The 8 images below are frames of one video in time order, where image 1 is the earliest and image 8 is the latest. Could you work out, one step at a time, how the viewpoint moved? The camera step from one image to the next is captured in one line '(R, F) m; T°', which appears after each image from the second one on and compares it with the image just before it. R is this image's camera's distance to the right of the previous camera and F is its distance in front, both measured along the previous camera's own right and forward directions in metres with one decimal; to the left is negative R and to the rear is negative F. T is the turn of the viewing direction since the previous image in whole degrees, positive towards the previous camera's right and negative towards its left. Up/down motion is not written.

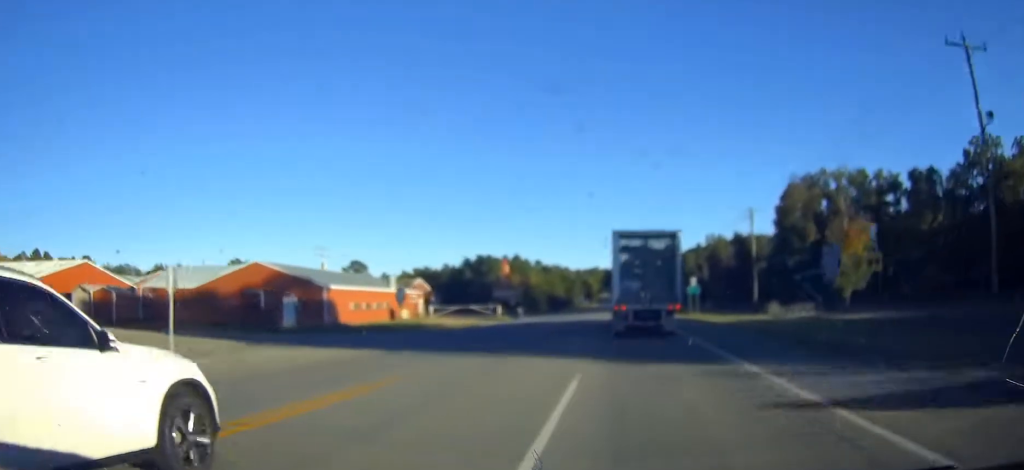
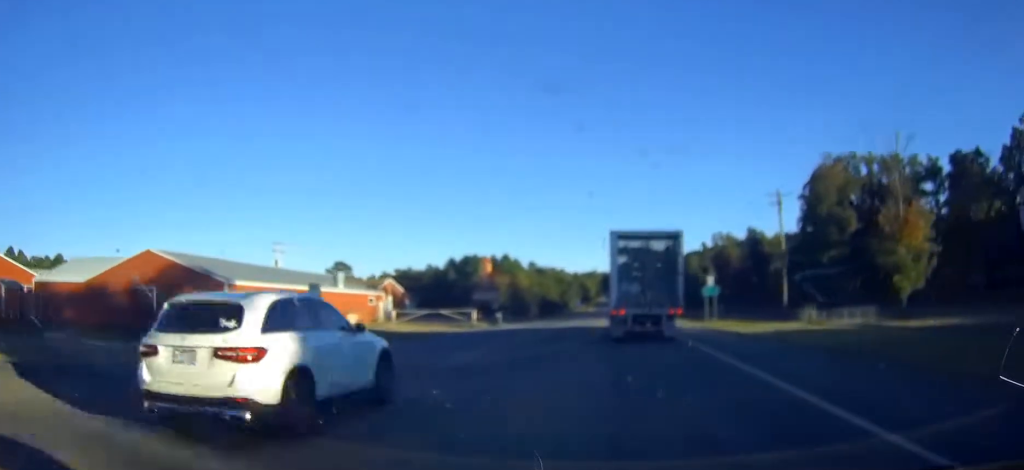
(0.0, +14.3) m; 0°
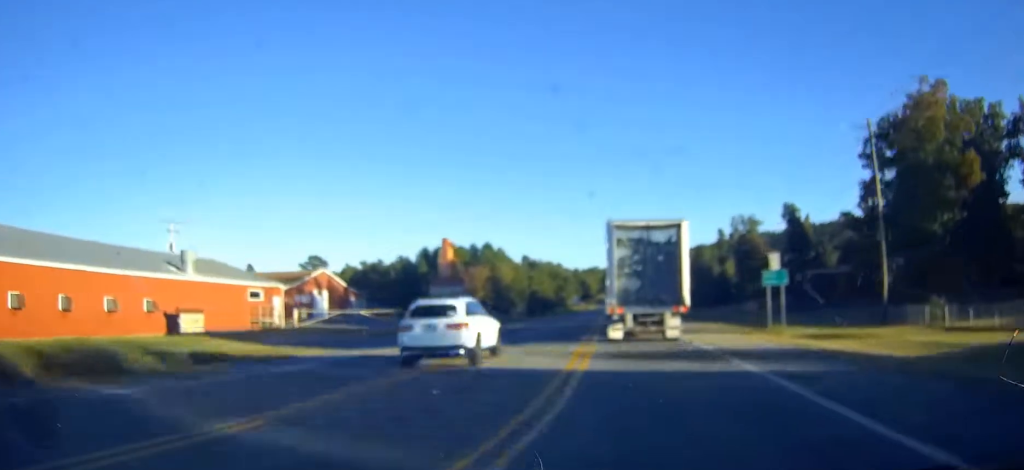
(0.0, +24.1) m; 0°
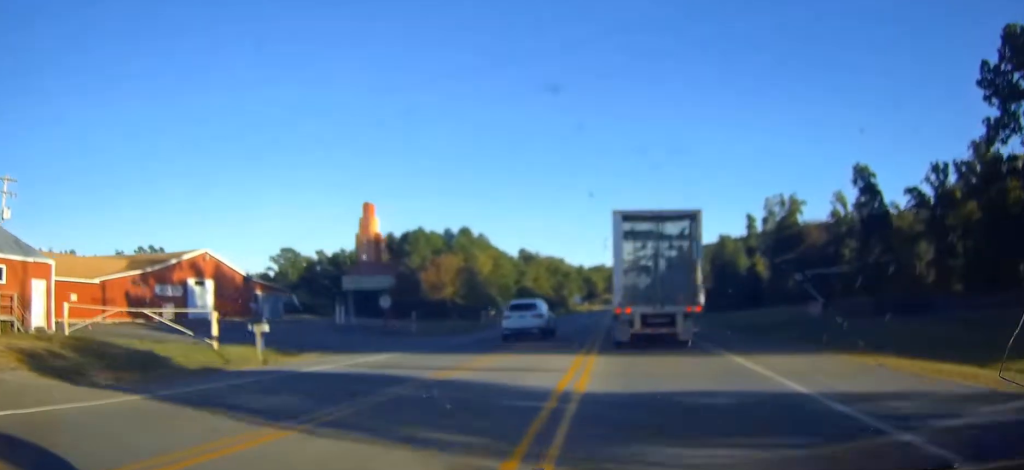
(-0.1, +25.6) m; 0°
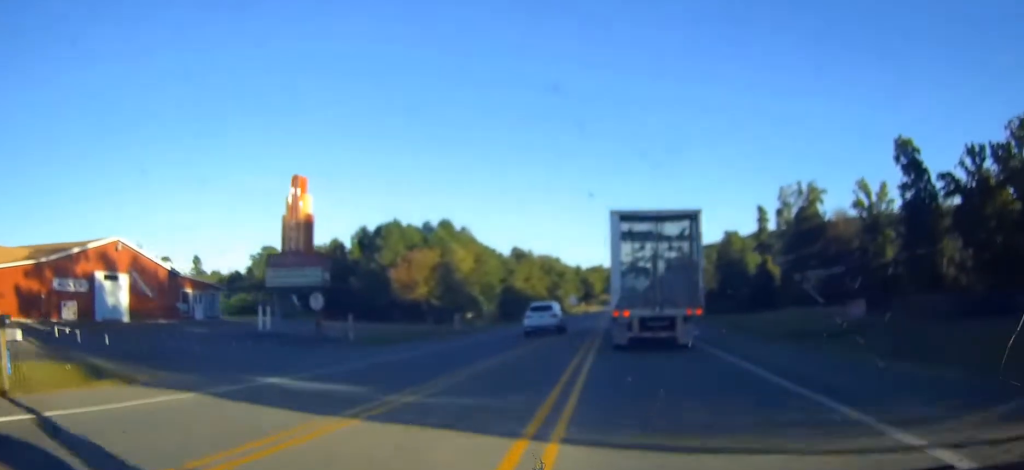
(0.0, +11.3) m; 0°
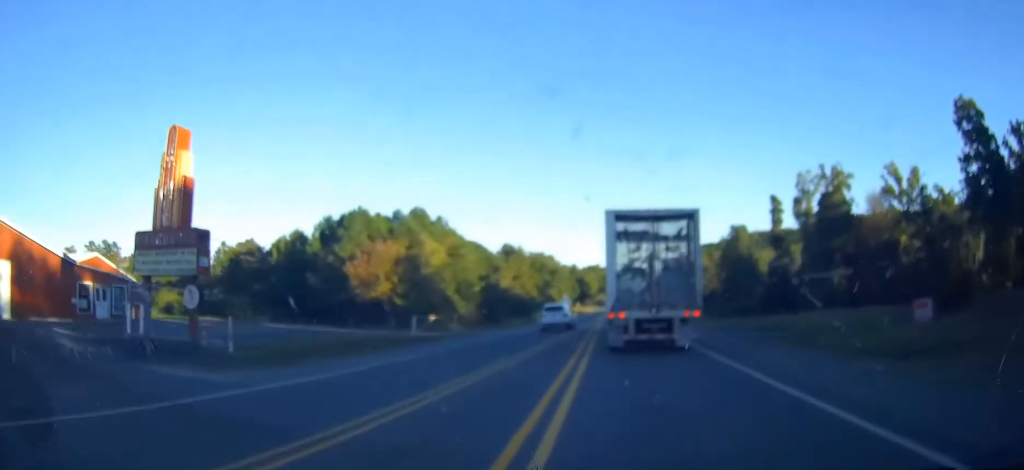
(0.0, +12.2) m; 0°
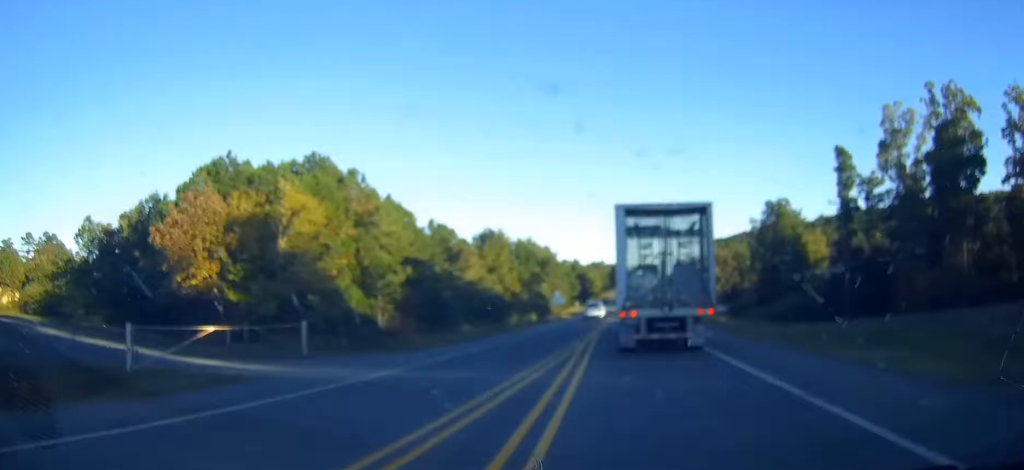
(+0.3, +30.9) m; +1°
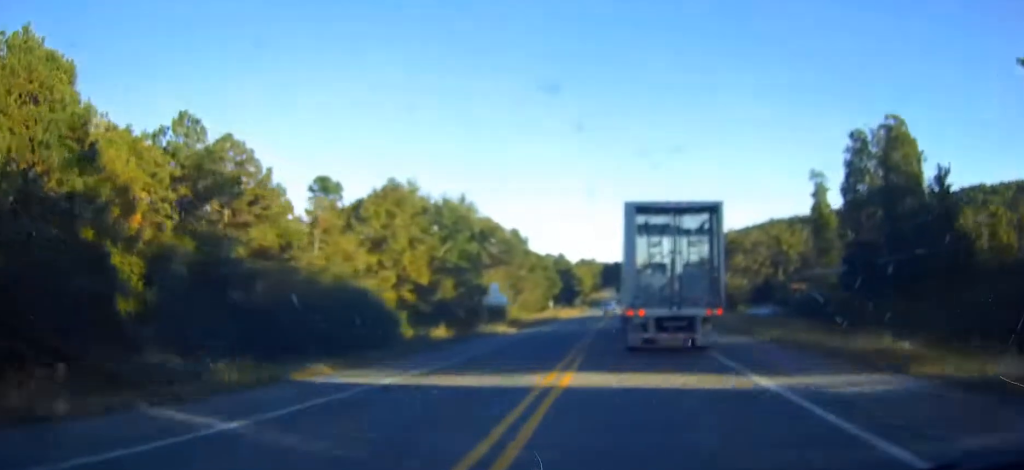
(+0.2, +47.7) m; 0°
